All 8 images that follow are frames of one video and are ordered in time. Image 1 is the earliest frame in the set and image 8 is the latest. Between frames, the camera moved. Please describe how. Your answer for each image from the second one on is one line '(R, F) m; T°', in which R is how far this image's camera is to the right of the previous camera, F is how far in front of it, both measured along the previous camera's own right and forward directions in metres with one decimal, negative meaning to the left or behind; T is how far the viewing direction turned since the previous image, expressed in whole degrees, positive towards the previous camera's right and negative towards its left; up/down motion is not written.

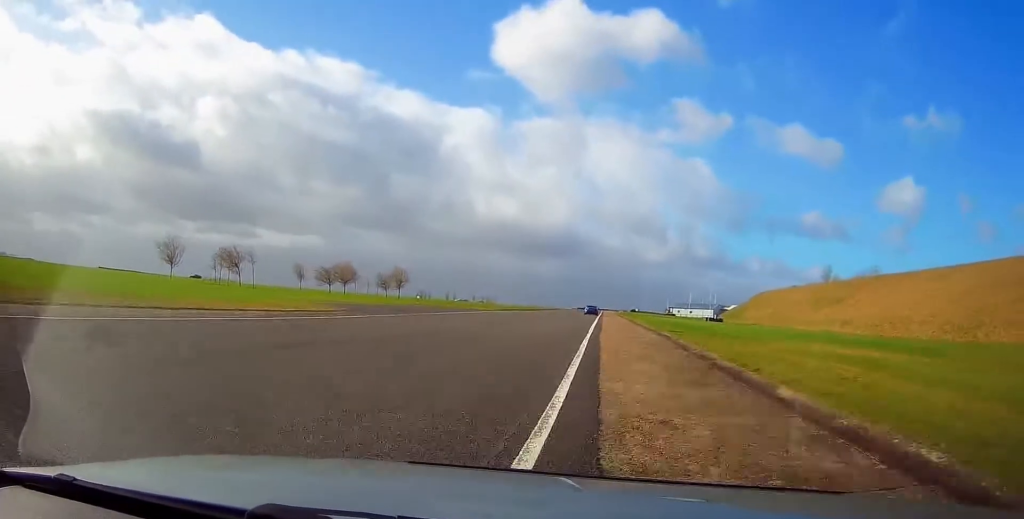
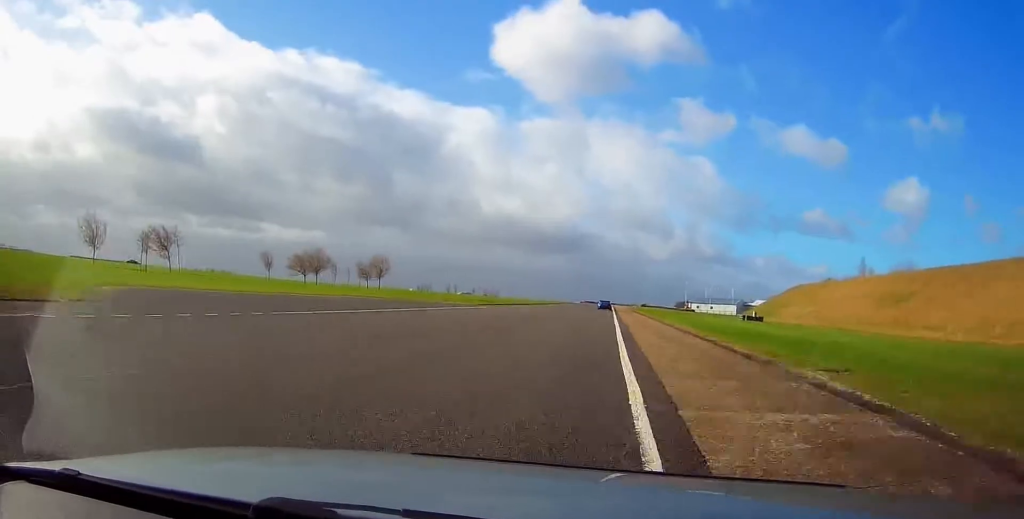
(-0.1, +21.2) m; -1°
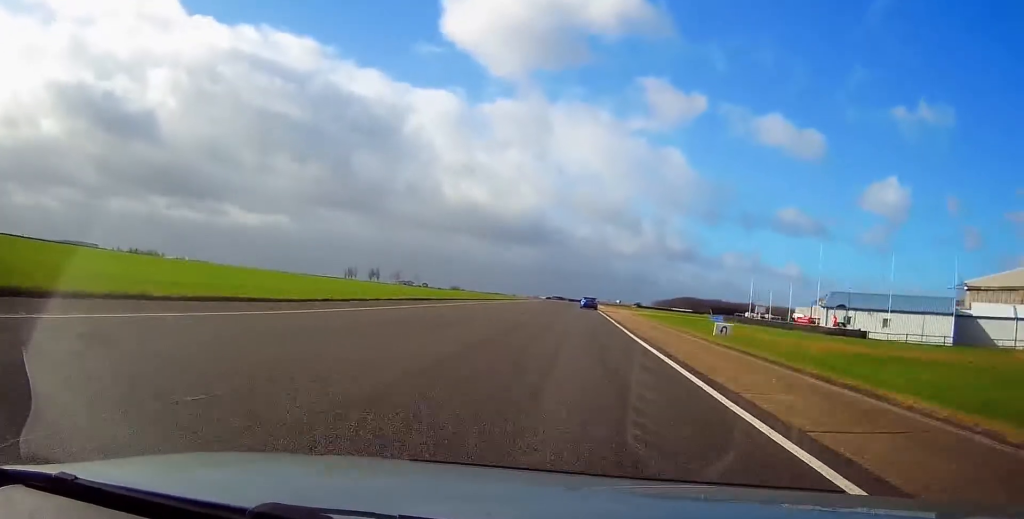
(+1.6, +117.8) m; +1°
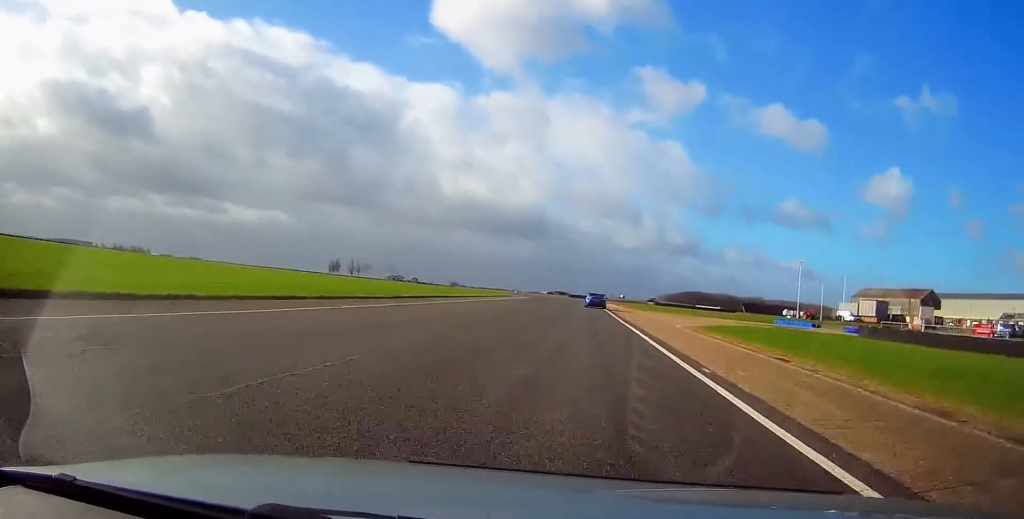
(0.0, +34.7) m; 0°
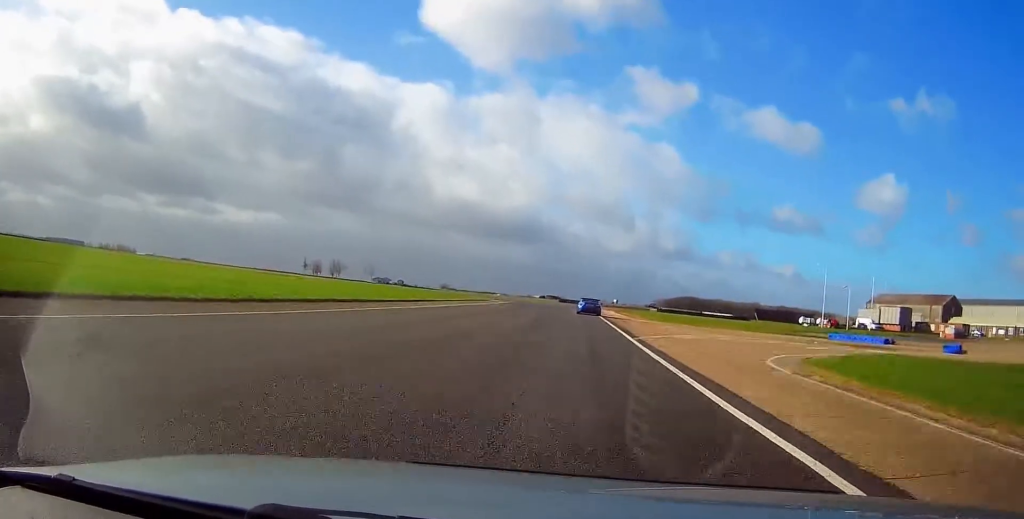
(0.0, +18.2) m; 0°
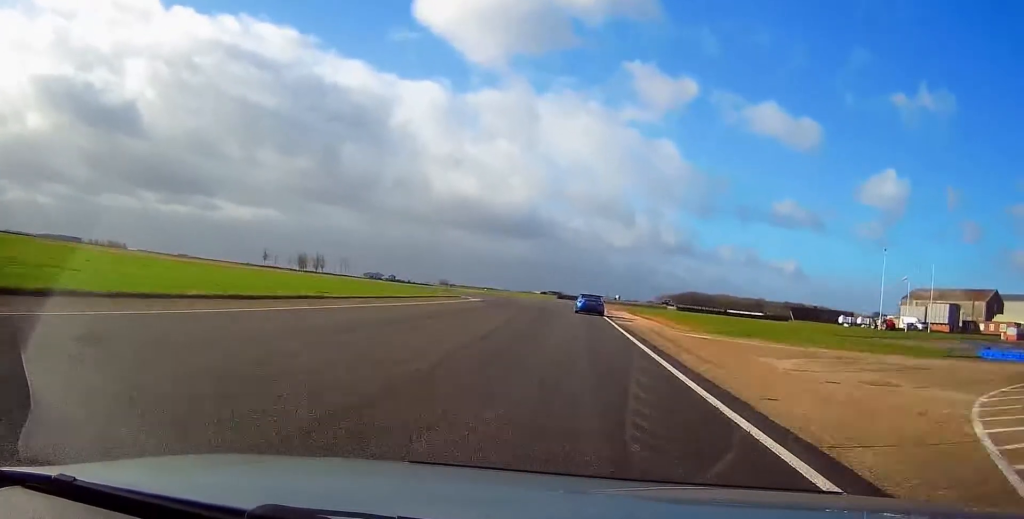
(+0.1, +22.1) m; 0°
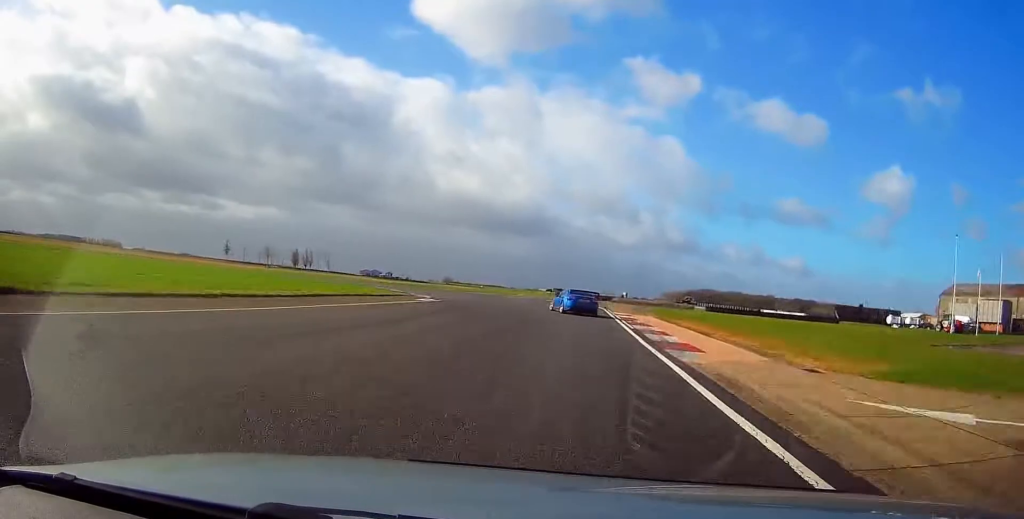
(-0.1, +18.2) m; -2°
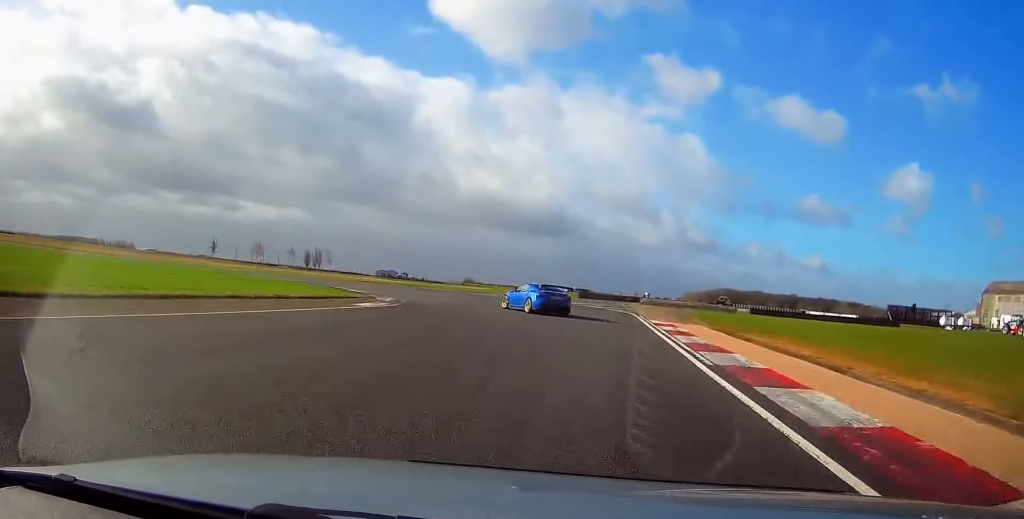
(+0.1, +12.2) m; -2°
